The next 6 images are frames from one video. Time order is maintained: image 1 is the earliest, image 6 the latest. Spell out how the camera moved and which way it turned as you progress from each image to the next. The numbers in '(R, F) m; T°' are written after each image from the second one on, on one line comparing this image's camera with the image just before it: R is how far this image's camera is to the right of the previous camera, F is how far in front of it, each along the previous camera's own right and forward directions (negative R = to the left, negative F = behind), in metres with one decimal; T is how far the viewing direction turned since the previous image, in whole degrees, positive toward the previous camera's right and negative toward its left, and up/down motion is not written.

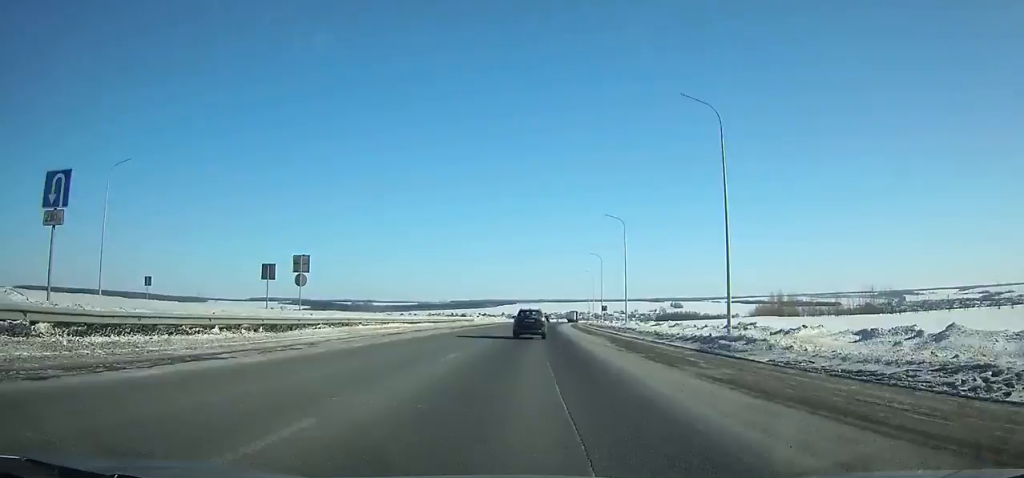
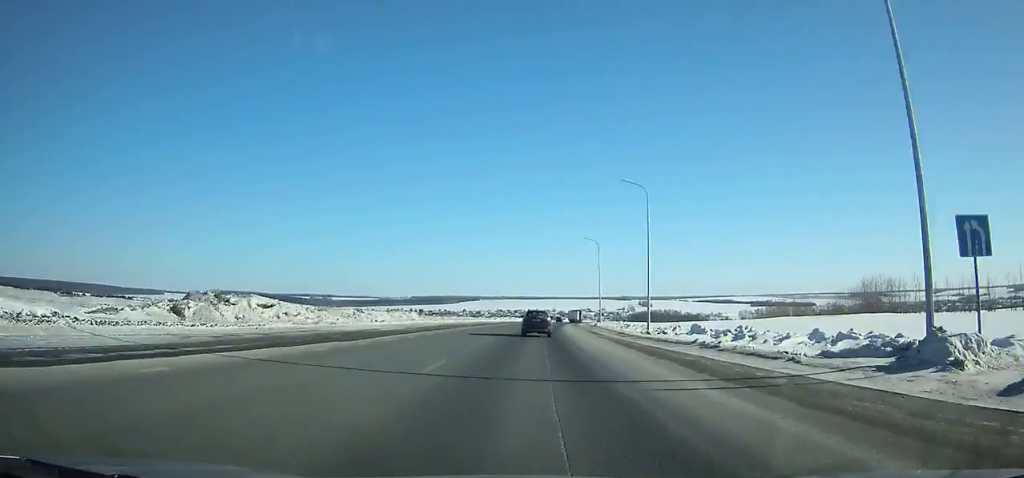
(+1.8, +85.6) m; +3°
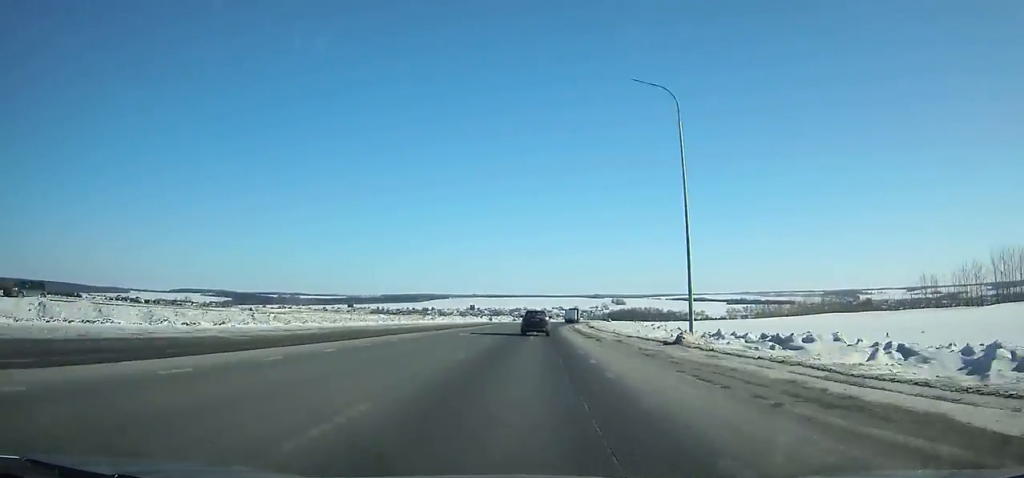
(+1.4, +54.3) m; +3°
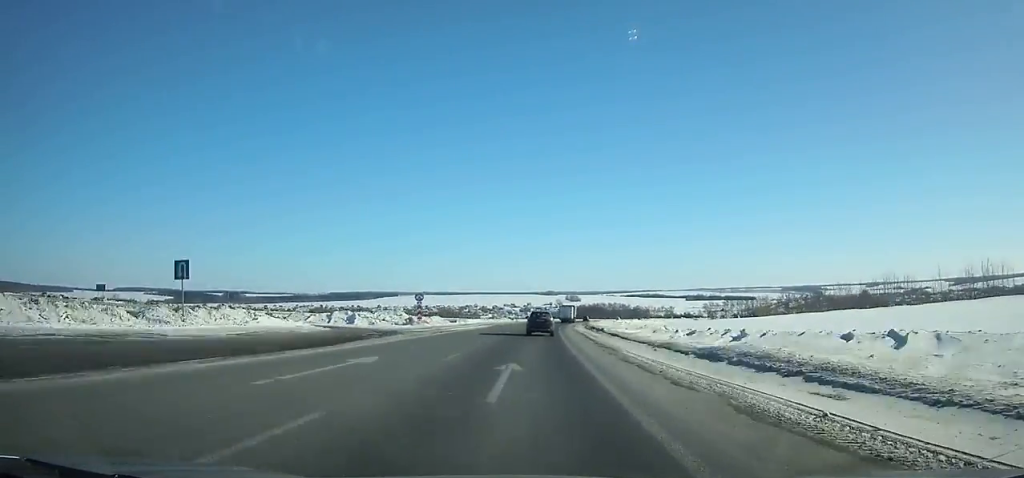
(+3.2, +84.3) m; +5°
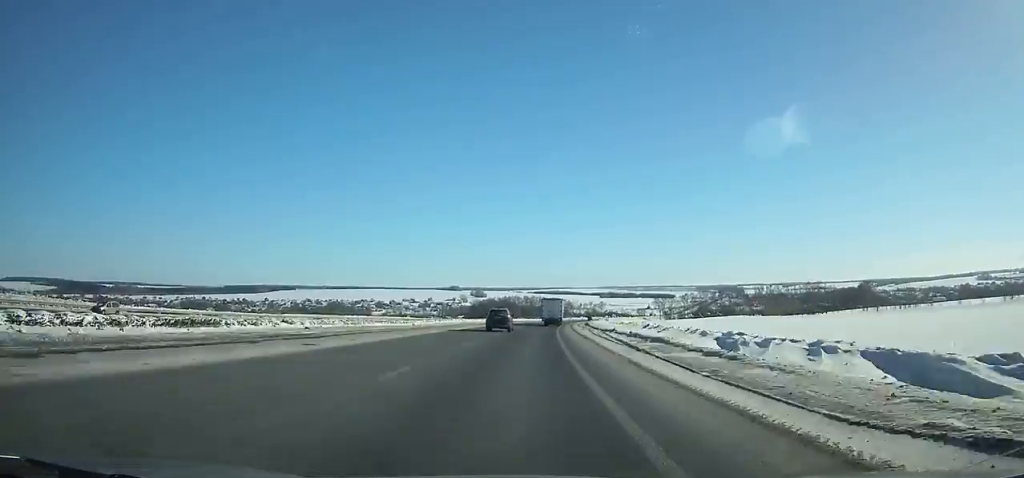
(+12.0, +147.5) m; +9°
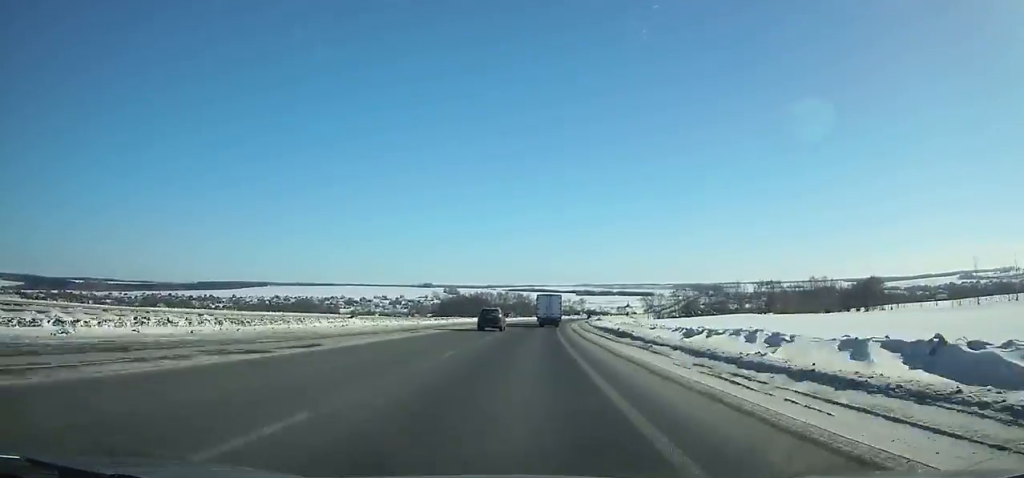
(+0.8, +43.4) m; +2°
